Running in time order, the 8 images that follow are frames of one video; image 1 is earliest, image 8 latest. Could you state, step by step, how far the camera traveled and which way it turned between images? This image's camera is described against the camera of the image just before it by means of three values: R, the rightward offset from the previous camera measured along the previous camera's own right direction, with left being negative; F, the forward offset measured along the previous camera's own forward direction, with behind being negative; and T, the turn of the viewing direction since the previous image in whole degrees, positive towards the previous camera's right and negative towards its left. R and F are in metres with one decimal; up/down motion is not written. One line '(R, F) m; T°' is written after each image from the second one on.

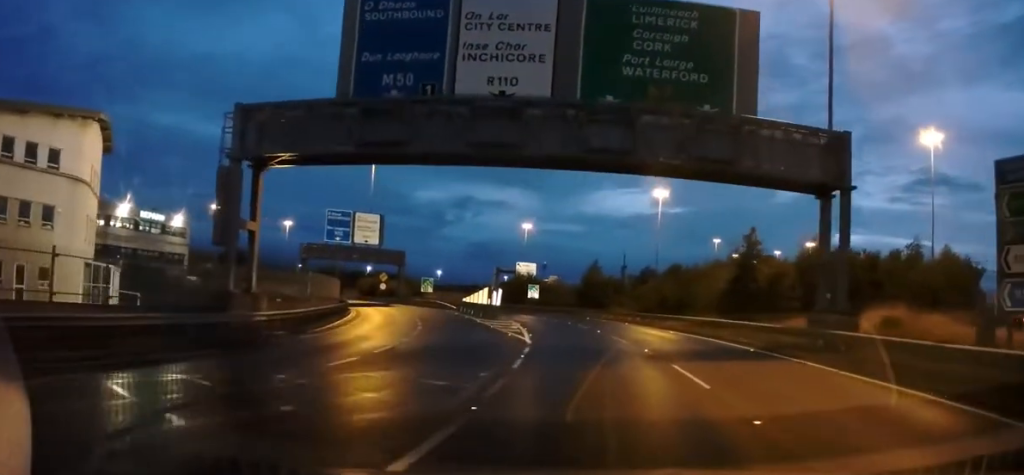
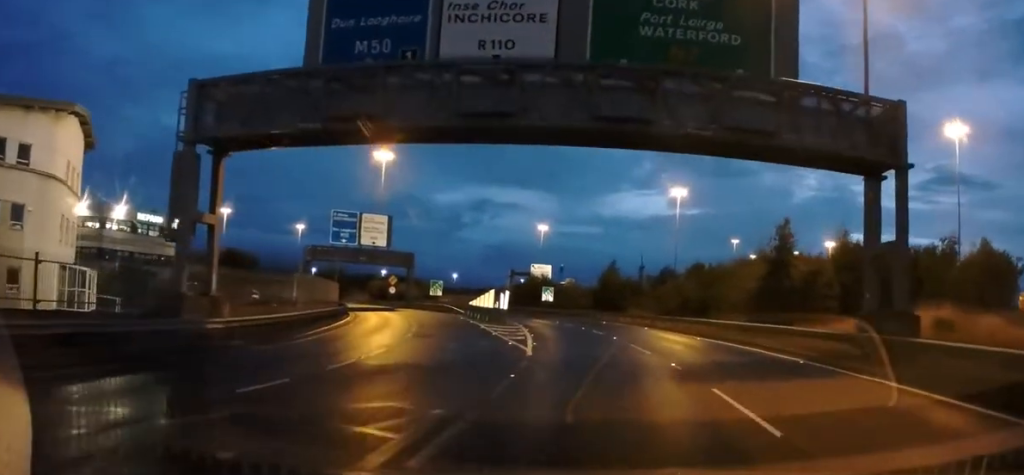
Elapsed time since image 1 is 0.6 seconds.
(0.0, +3.4) m; 0°
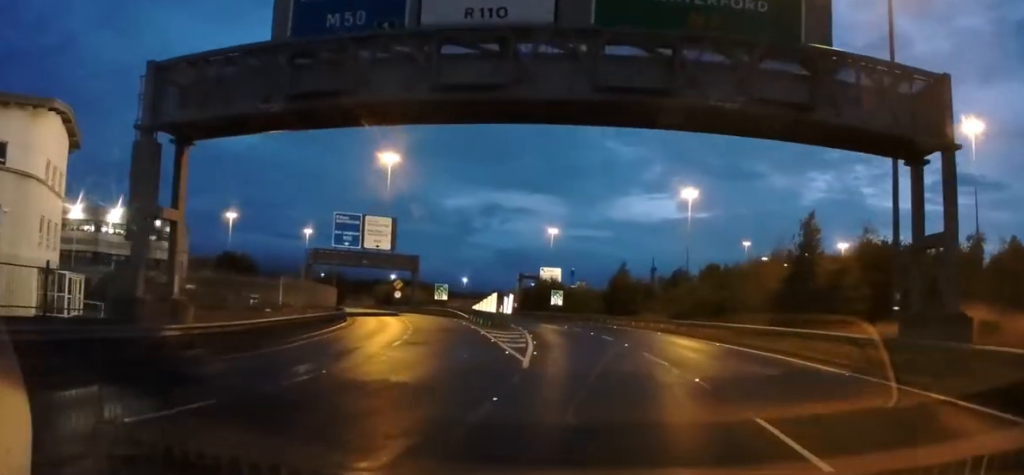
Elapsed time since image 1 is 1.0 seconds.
(0.0, +3.1) m; 0°
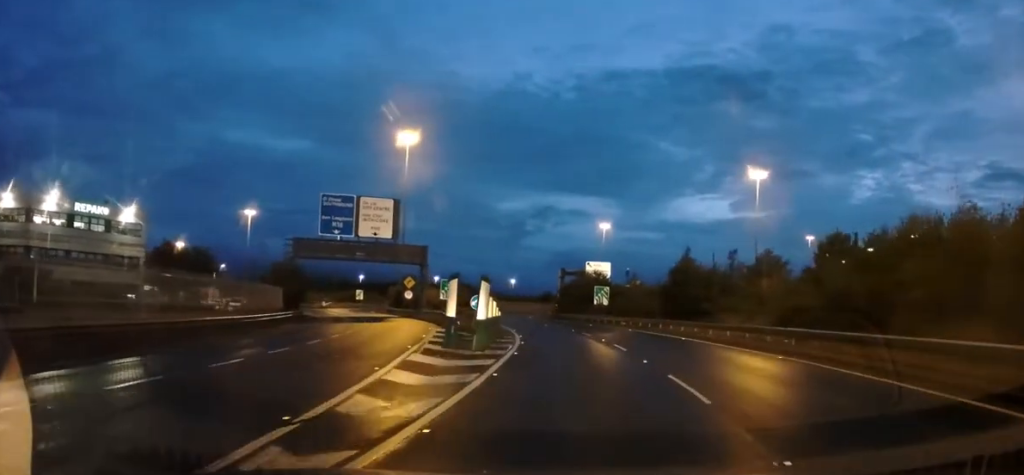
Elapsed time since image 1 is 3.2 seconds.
(-0.9, +20.3) m; -6°
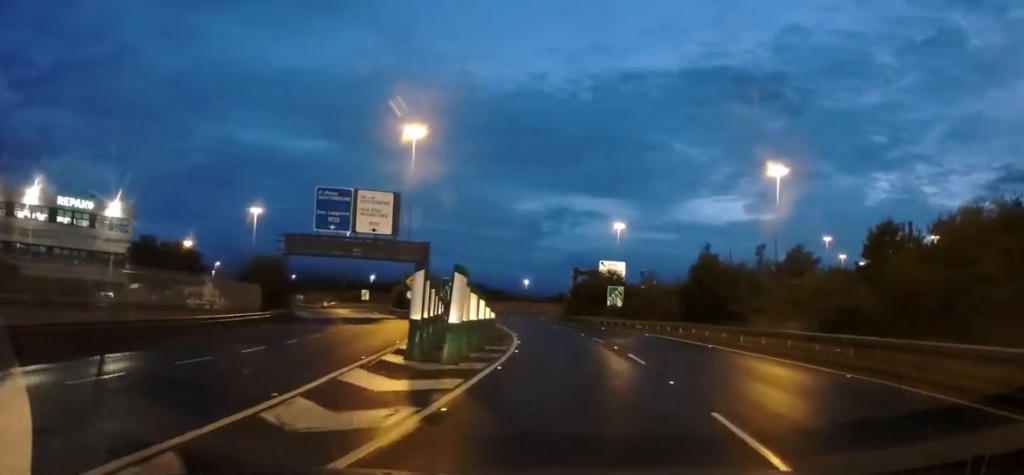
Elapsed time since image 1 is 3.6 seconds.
(-0.1, +4.7) m; -2°
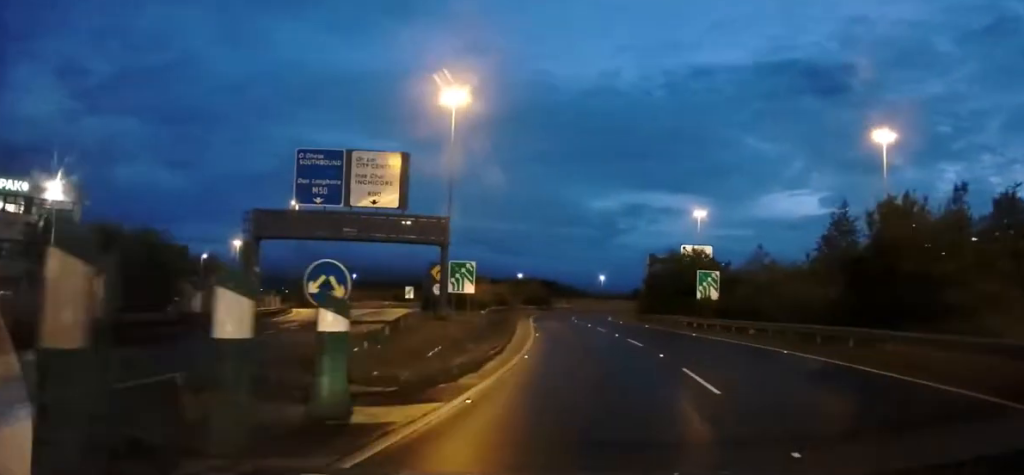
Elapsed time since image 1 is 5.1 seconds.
(-1.2, +17.6) m; -9°
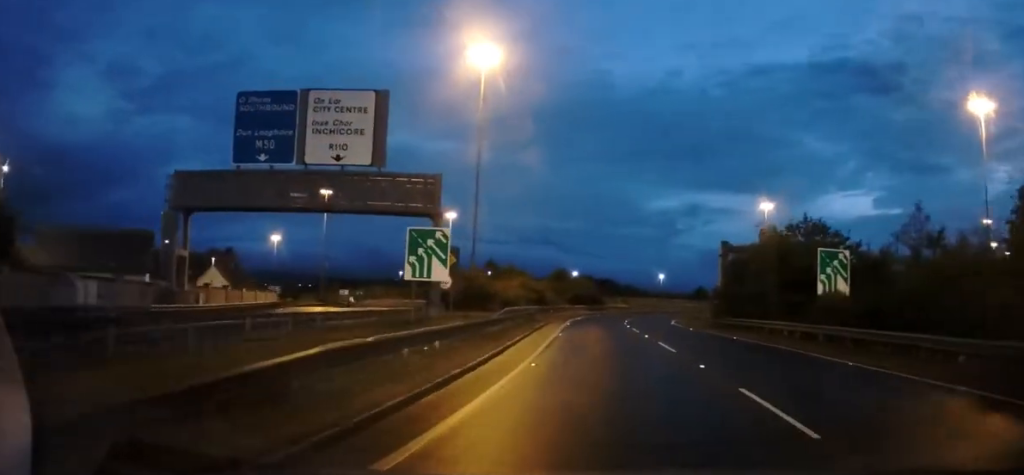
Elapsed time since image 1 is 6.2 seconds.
(-0.7, +14.8) m; -4°
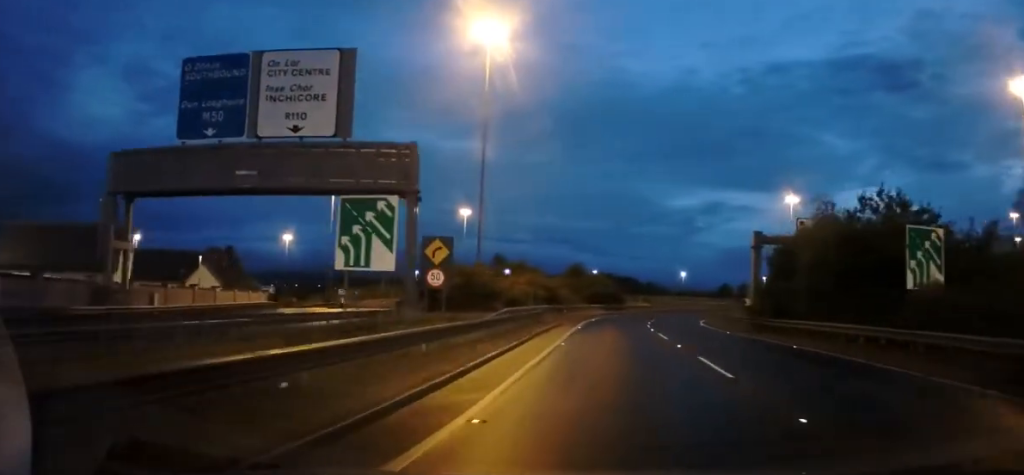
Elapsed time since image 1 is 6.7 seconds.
(-0.1, +6.6) m; -1°
